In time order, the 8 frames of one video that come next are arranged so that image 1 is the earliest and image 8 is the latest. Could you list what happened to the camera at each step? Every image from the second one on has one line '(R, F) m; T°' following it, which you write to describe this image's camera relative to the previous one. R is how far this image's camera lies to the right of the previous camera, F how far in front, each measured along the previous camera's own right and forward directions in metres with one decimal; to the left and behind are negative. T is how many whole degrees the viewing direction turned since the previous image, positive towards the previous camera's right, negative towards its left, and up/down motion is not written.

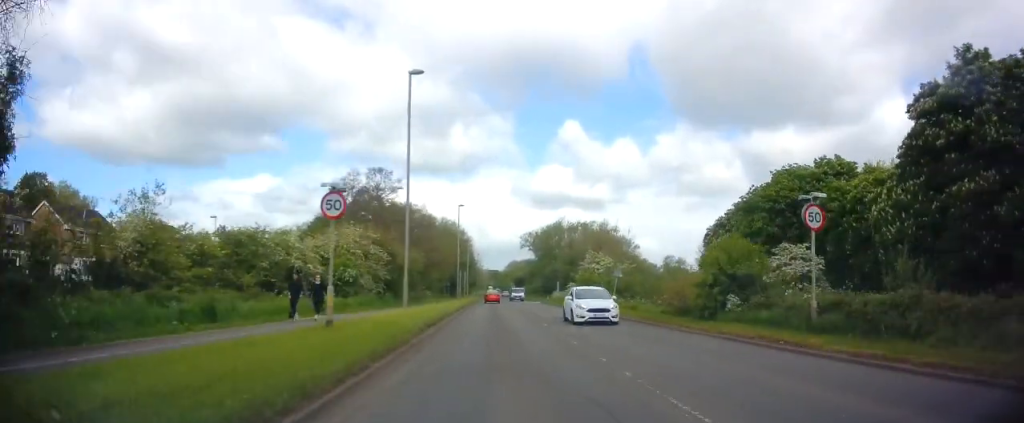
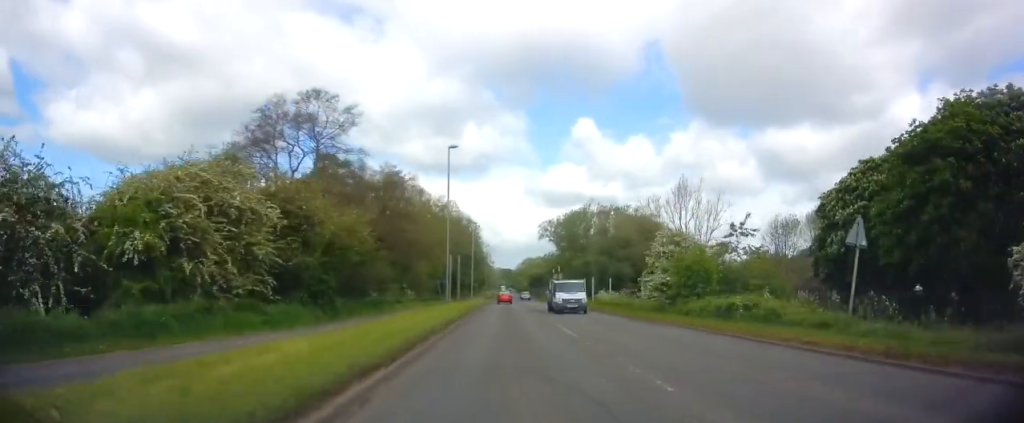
(+0.5, +25.2) m; 0°
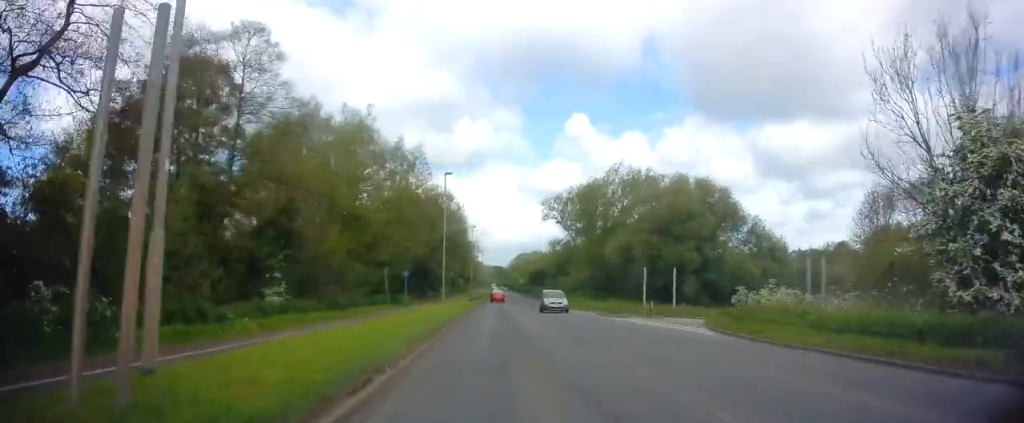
(-0.7, +30.2) m; -1°
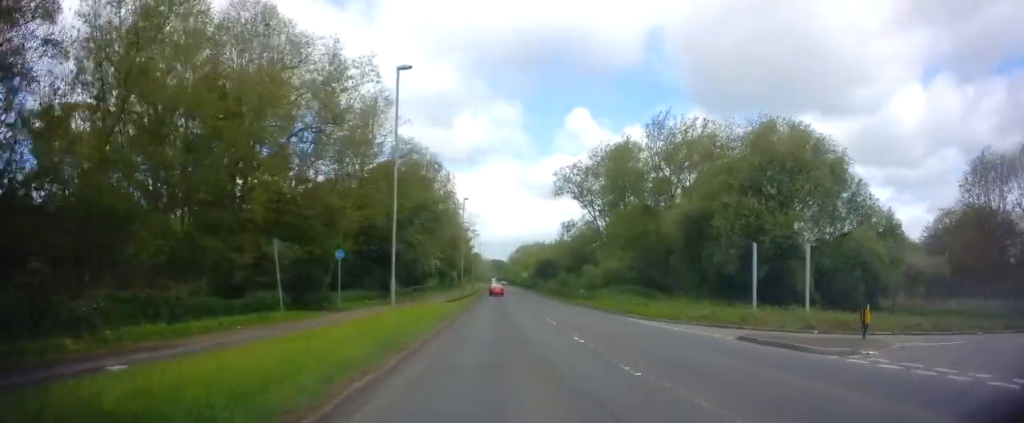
(+0.4, +20.4) m; 0°
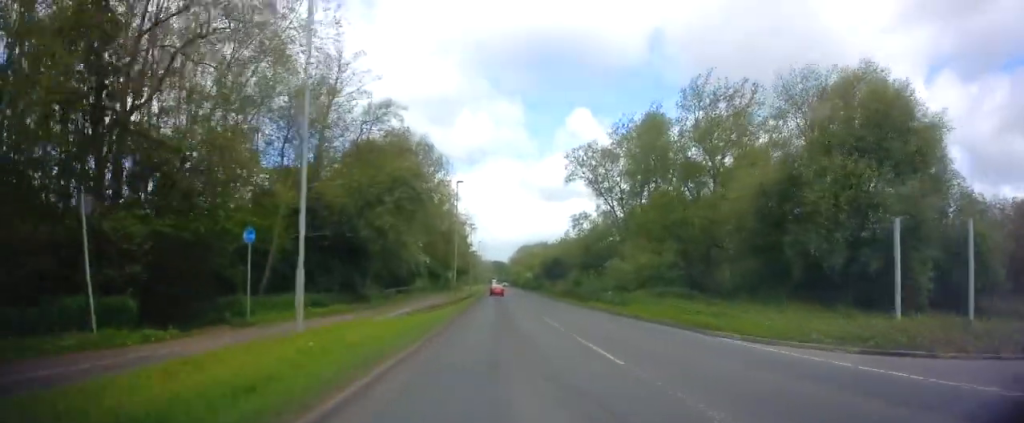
(+0.1, +10.7) m; -1°
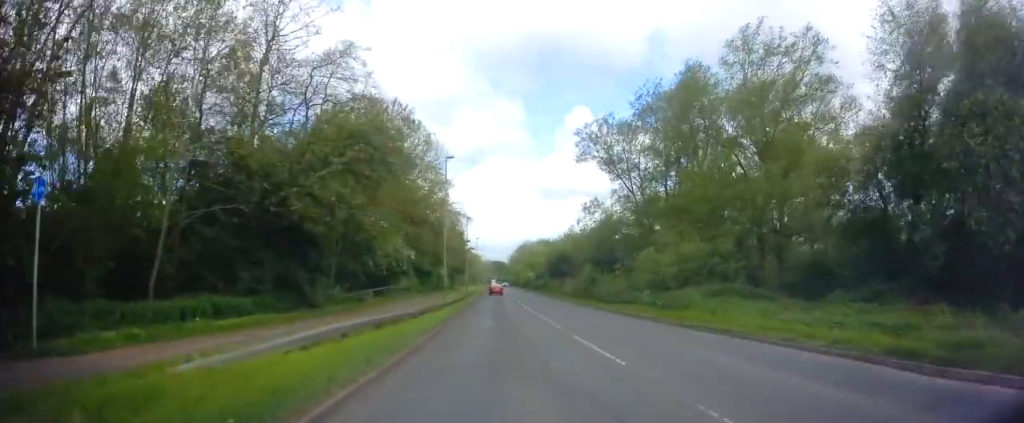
(-0.2, +9.4) m; 0°
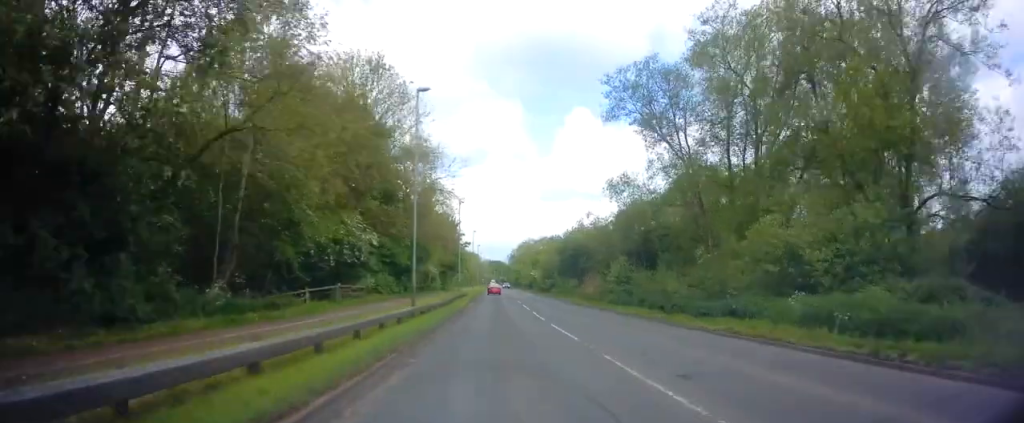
(0.0, +14.1) m; +1°
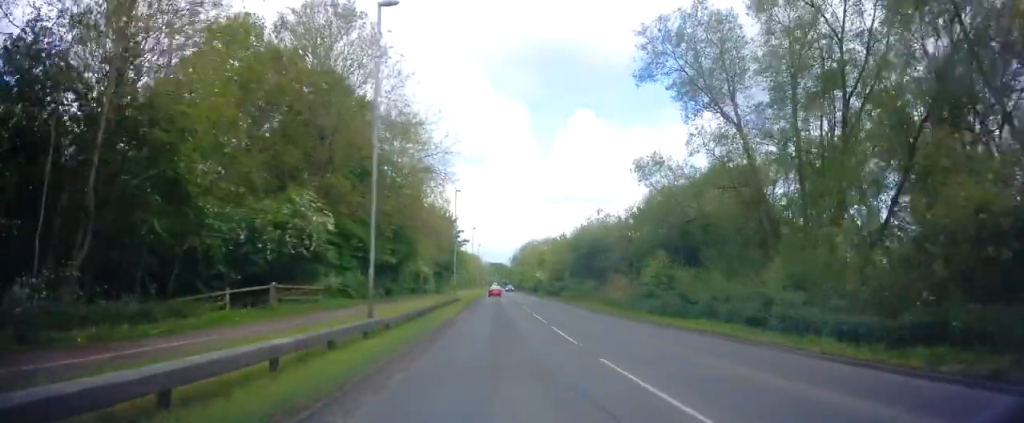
(+0.1, +8.9) m; +1°
